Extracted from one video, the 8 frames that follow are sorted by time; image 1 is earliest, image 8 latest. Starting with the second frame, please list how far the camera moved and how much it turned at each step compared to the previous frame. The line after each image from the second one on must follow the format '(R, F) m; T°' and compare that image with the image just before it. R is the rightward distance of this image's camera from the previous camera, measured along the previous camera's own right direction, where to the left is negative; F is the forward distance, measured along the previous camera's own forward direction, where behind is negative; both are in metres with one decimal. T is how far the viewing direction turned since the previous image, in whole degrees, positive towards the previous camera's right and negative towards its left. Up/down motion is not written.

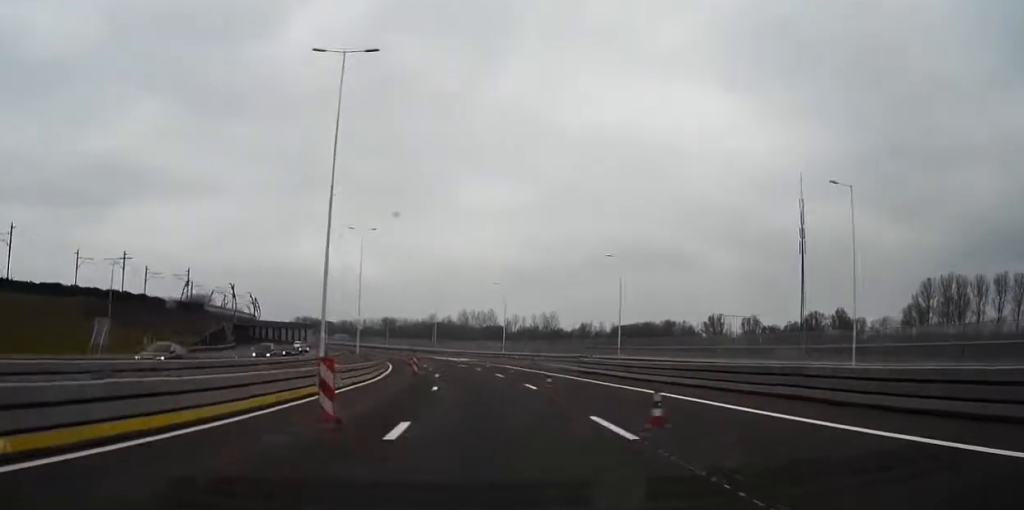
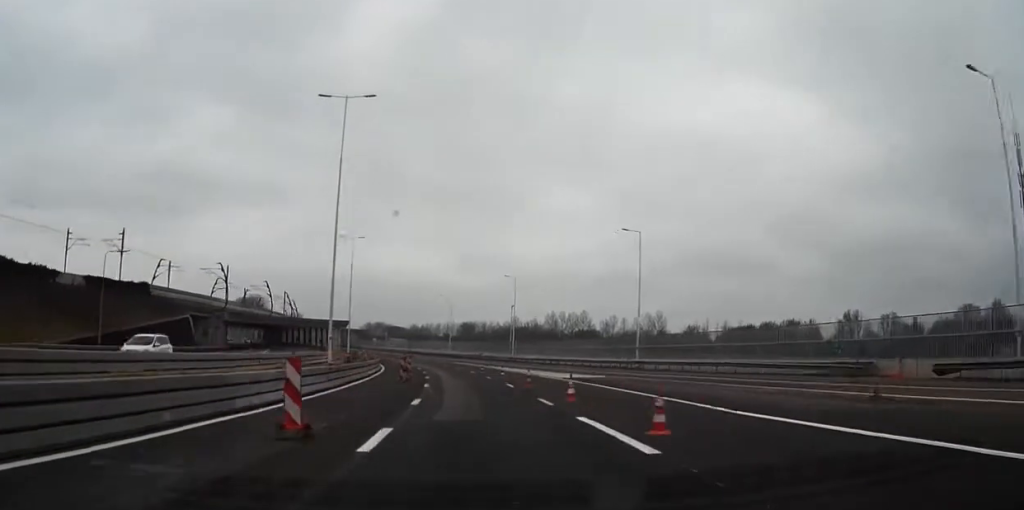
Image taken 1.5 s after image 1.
(-3.6, +61.5) m; -6°
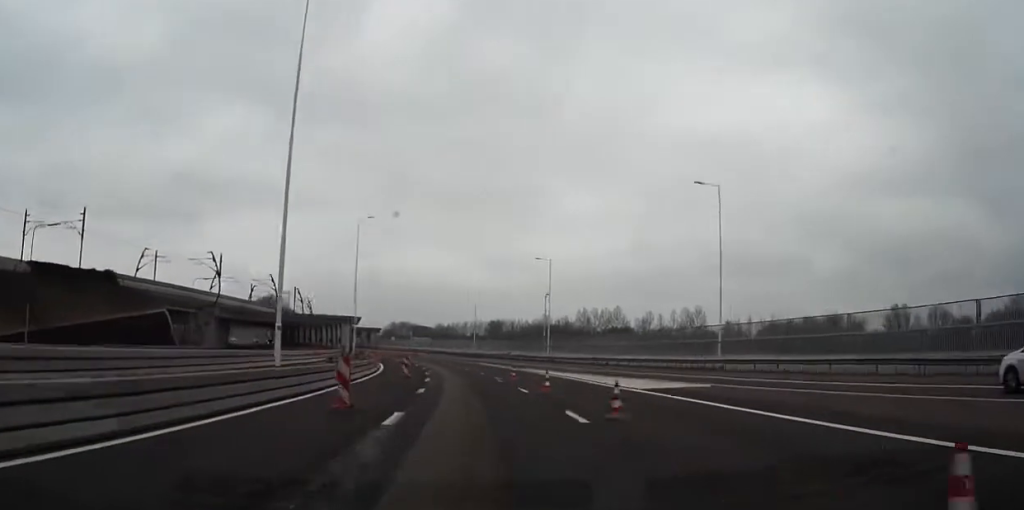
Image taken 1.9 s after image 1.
(-0.2, +17.8) m; -2°
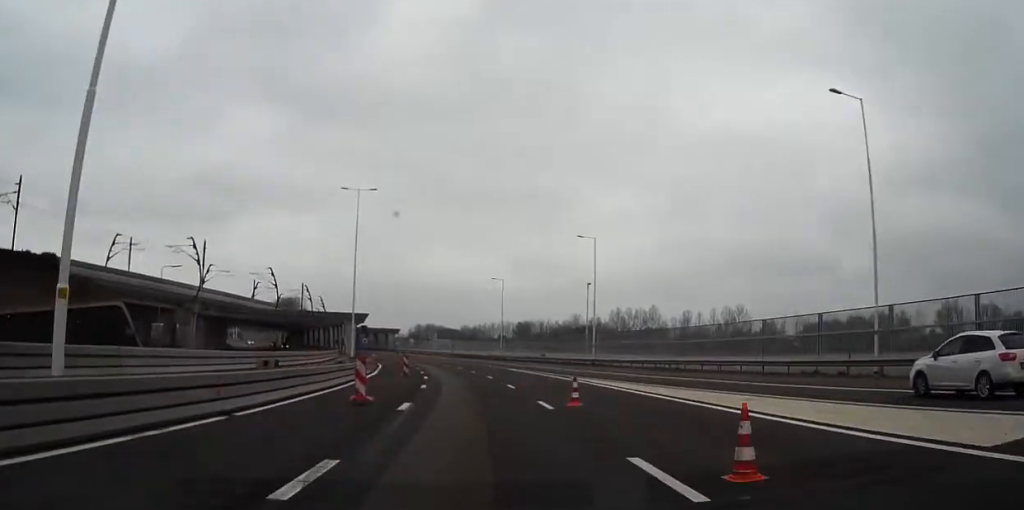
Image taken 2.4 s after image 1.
(-0.2, +19.2) m; -2°
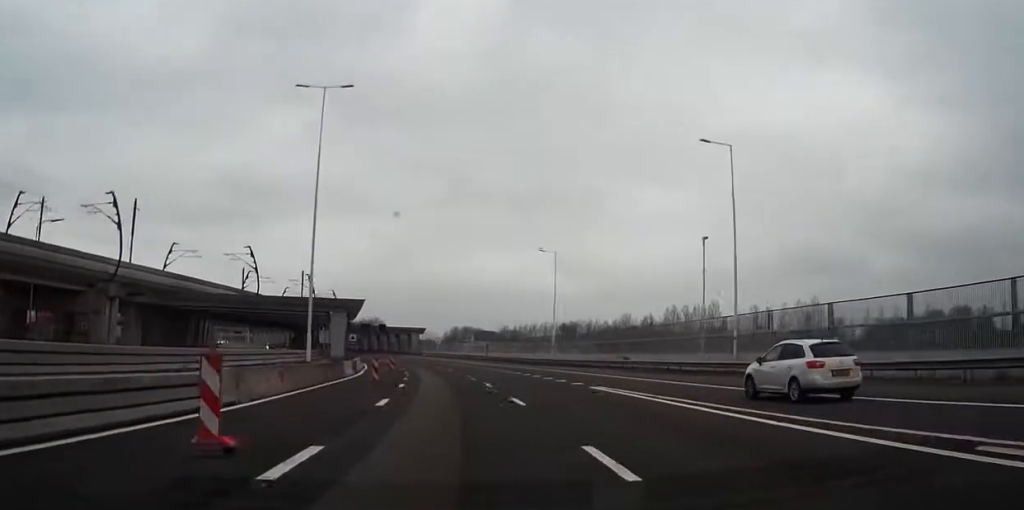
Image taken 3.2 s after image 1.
(-1.0, +34.4) m; -4°
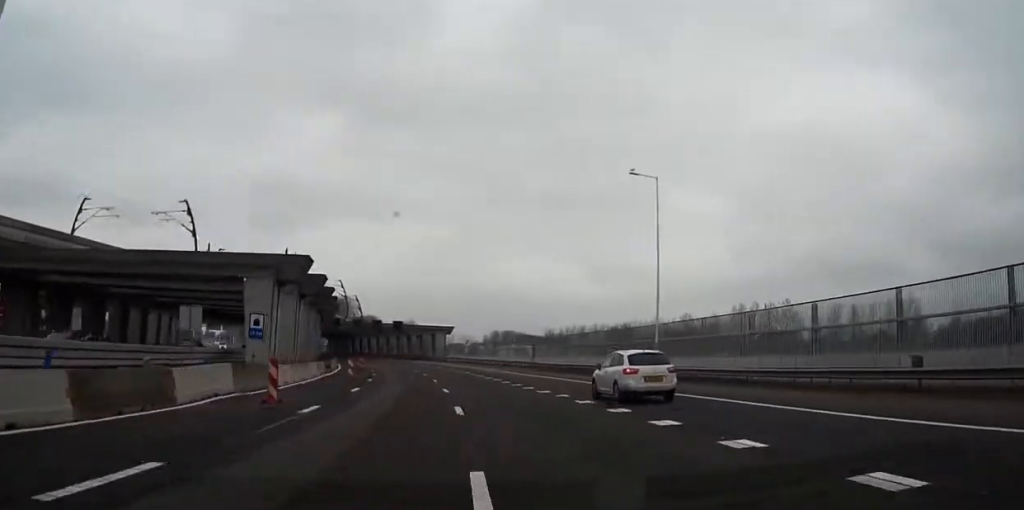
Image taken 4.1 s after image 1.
(-1.3, +38.0) m; -5°
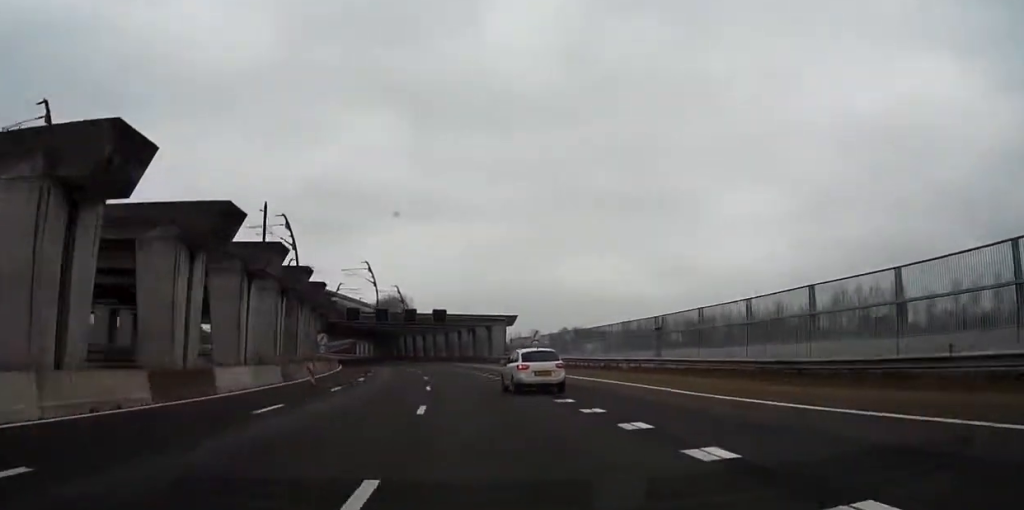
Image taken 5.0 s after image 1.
(-1.7, +36.4) m; -5°
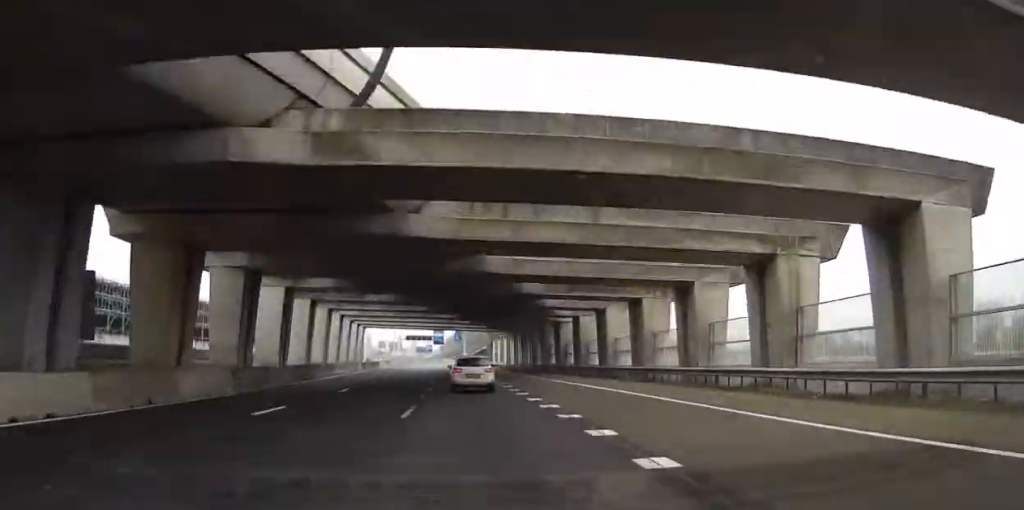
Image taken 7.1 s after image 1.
(-9.7, +98.5) m; -10°
